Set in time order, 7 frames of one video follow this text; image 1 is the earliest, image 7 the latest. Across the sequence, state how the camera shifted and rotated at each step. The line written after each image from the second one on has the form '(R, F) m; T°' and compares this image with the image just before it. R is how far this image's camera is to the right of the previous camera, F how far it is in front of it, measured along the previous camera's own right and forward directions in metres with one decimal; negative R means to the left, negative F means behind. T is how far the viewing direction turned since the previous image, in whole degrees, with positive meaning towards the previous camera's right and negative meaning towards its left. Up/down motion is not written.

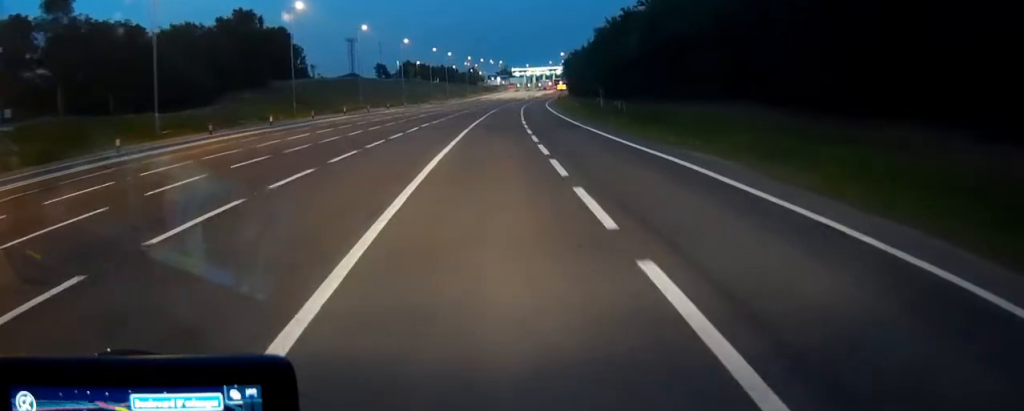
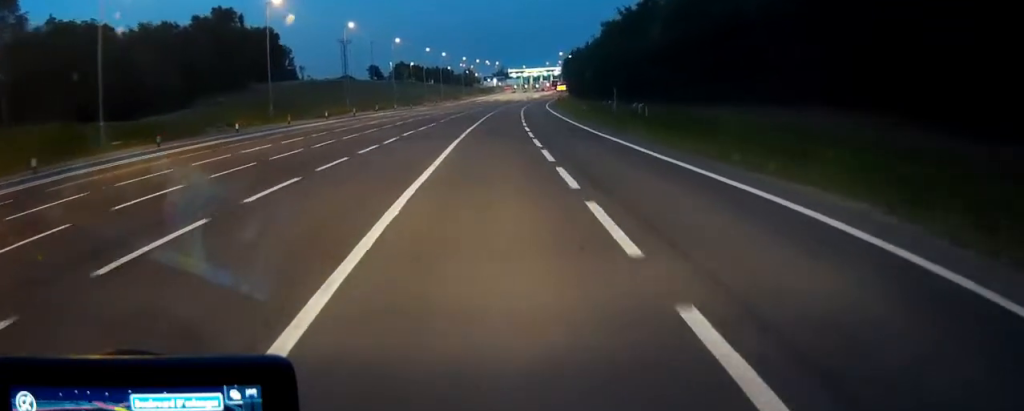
(0.0, +7.1) m; 0°
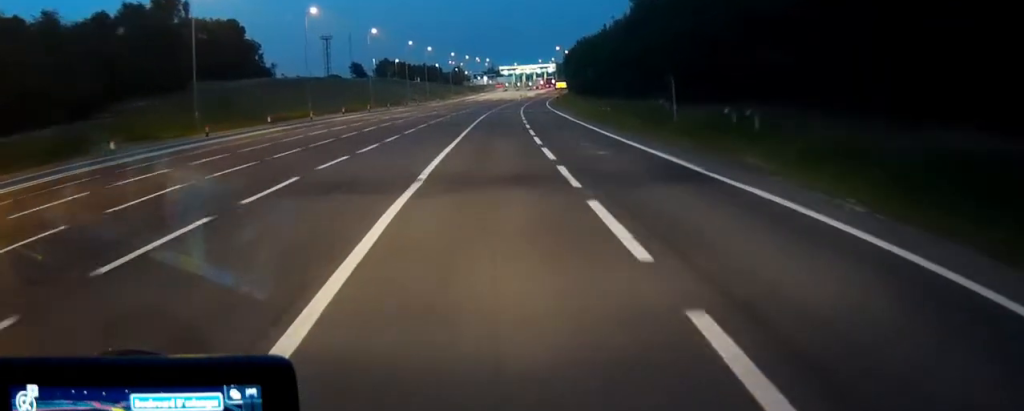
(+0.2, +17.6) m; +1°
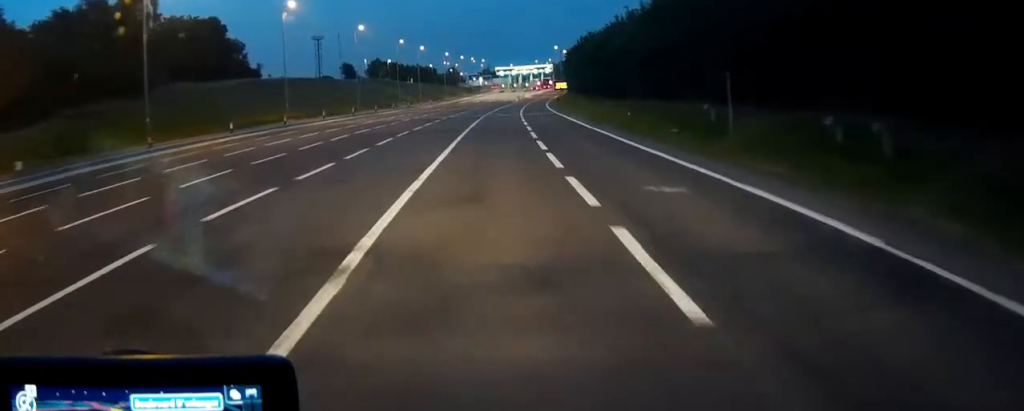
(0.0, +8.0) m; 0°
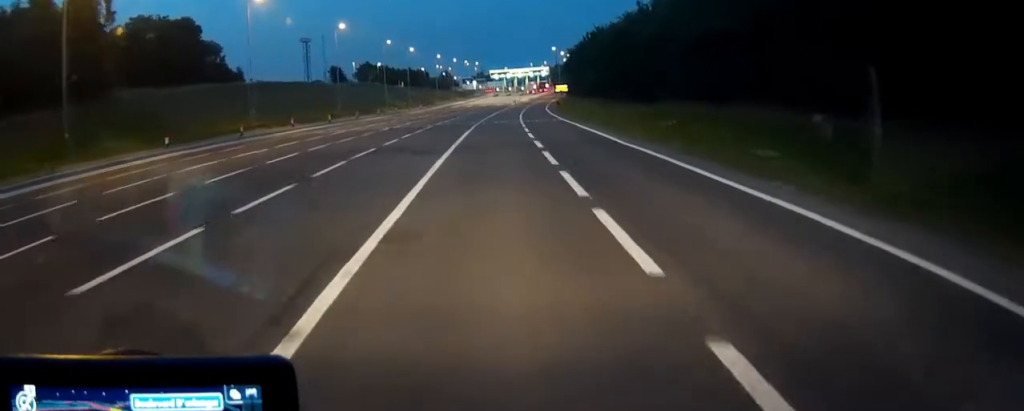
(0.0, +10.0) m; +1°
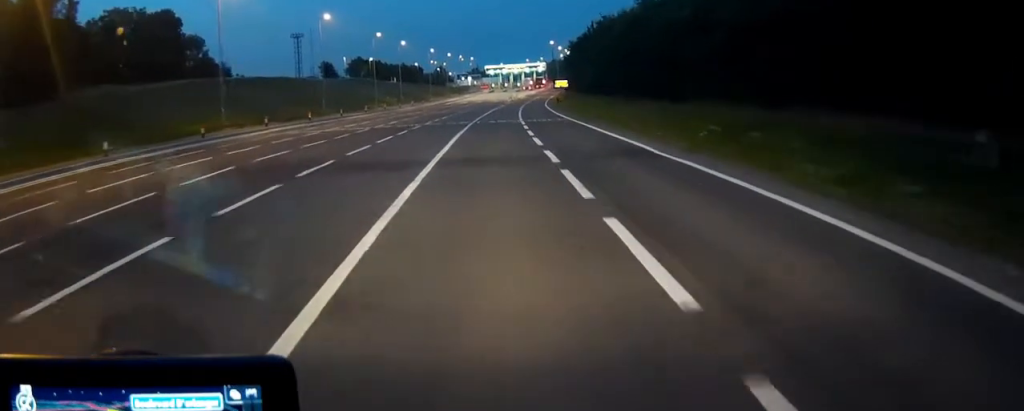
(+0.1, +6.8) m; 0°
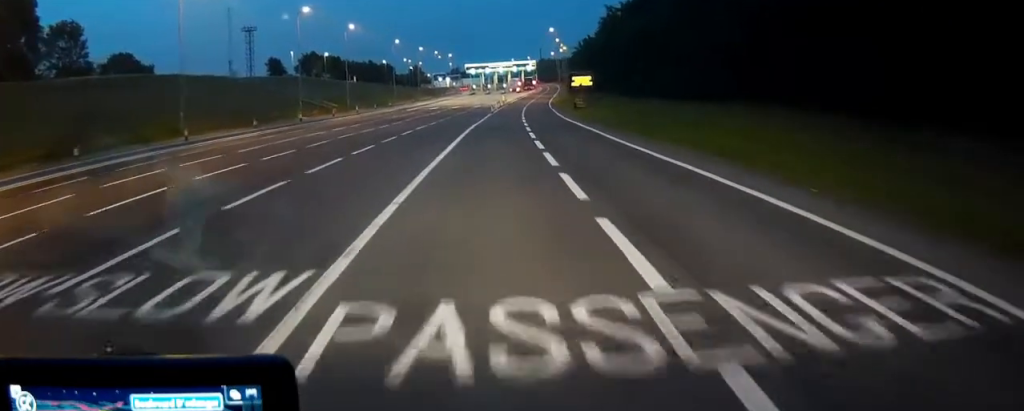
(+0.4, +39.8) m; +1°
